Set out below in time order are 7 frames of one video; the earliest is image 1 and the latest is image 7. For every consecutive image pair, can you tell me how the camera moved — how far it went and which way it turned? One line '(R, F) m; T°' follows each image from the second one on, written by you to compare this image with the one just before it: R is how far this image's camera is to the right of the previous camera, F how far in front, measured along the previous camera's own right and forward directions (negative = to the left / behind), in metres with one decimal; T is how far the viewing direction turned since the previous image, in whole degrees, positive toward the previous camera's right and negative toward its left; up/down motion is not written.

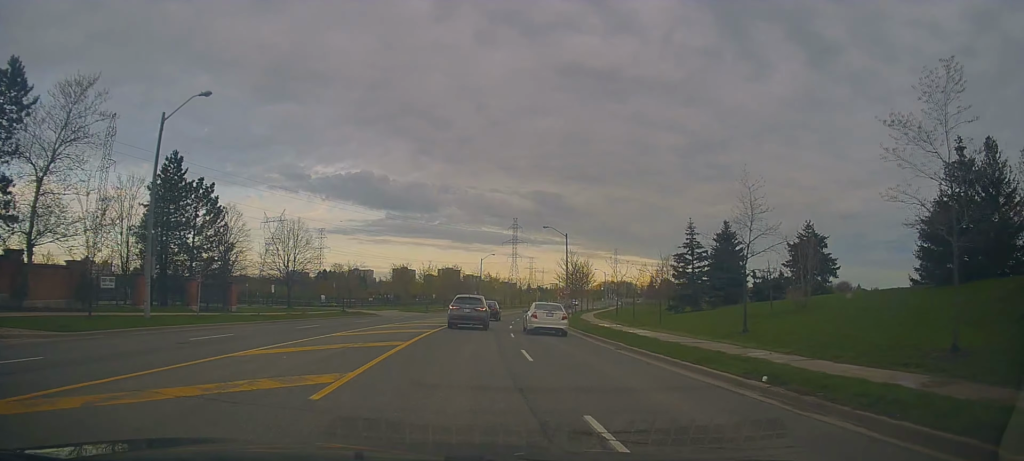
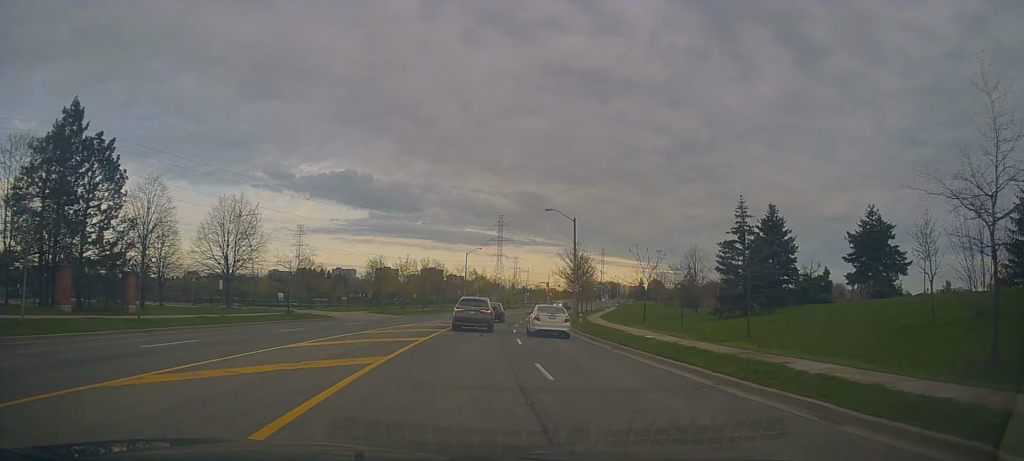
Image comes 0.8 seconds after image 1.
(-0.2, +11.9) m; 0°
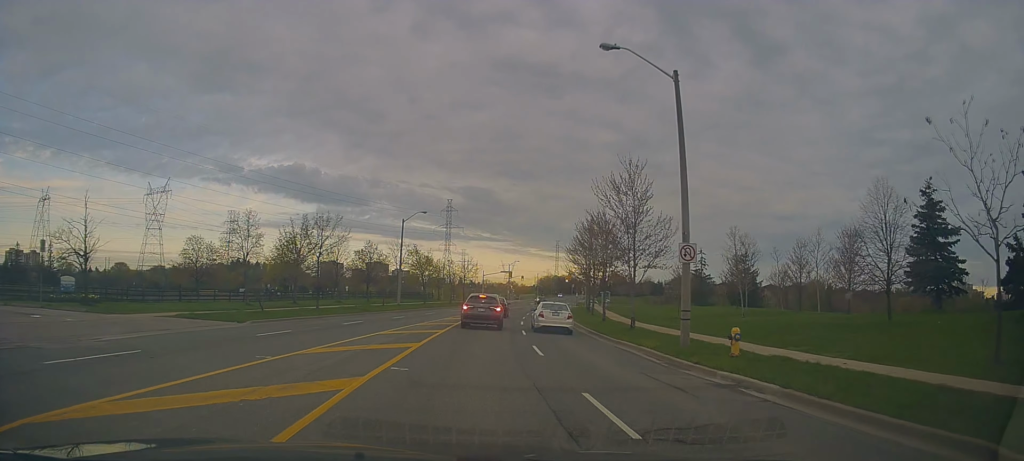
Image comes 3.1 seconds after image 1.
(+2.1, +32.6) m; +7°
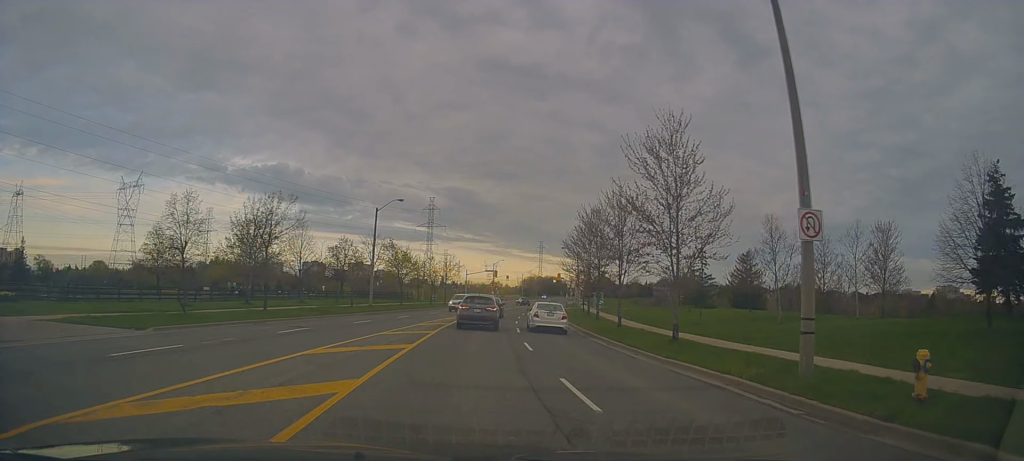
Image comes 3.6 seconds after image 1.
(-0.1, +7.4) m; +2°
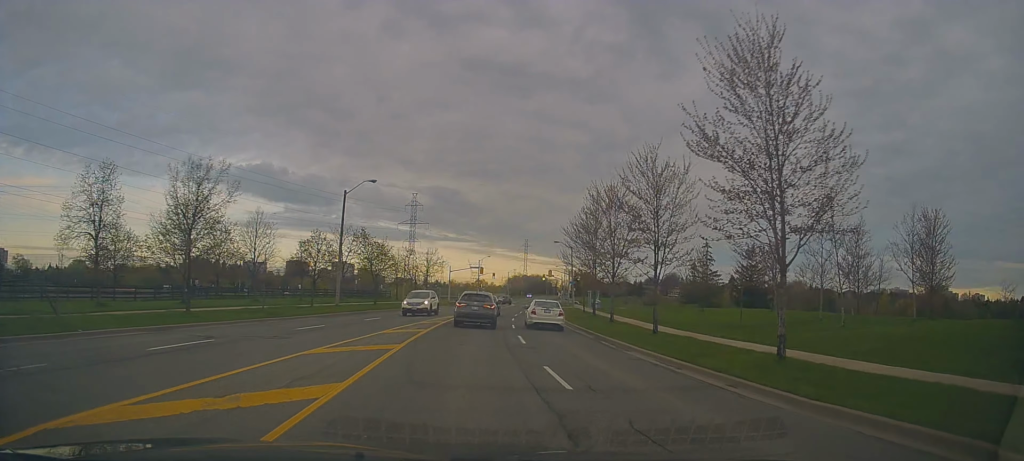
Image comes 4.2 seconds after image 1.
(+0.4, +7.7) m; +2°
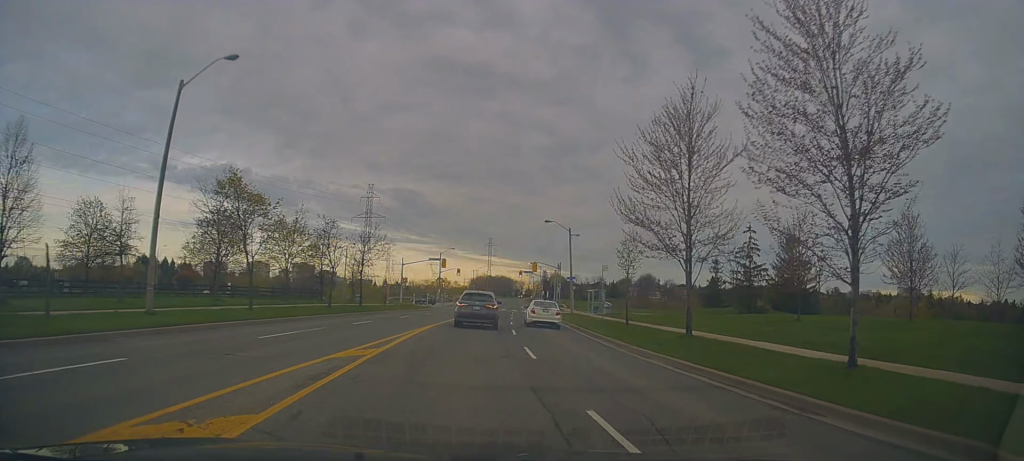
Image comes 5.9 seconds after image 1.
(+0.7, +23.3) m; +3°
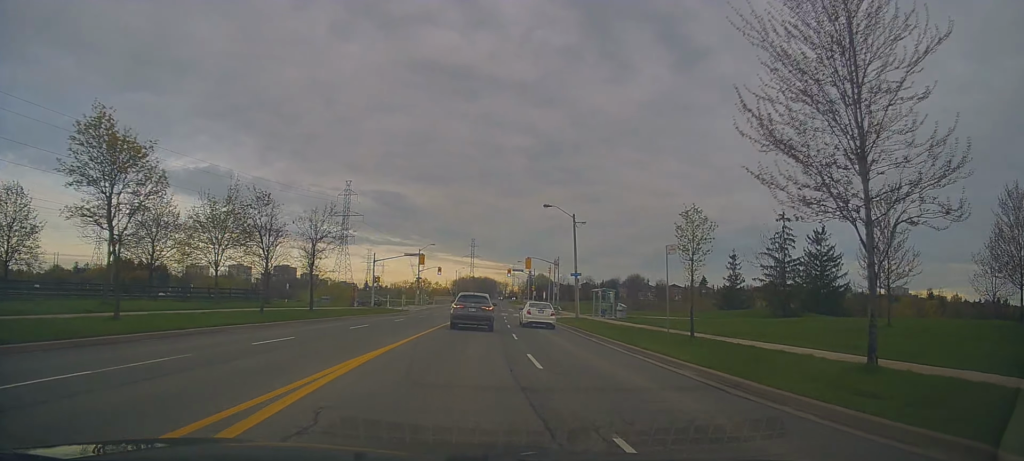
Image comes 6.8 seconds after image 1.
(+0.1, +10.8) m; +1°
